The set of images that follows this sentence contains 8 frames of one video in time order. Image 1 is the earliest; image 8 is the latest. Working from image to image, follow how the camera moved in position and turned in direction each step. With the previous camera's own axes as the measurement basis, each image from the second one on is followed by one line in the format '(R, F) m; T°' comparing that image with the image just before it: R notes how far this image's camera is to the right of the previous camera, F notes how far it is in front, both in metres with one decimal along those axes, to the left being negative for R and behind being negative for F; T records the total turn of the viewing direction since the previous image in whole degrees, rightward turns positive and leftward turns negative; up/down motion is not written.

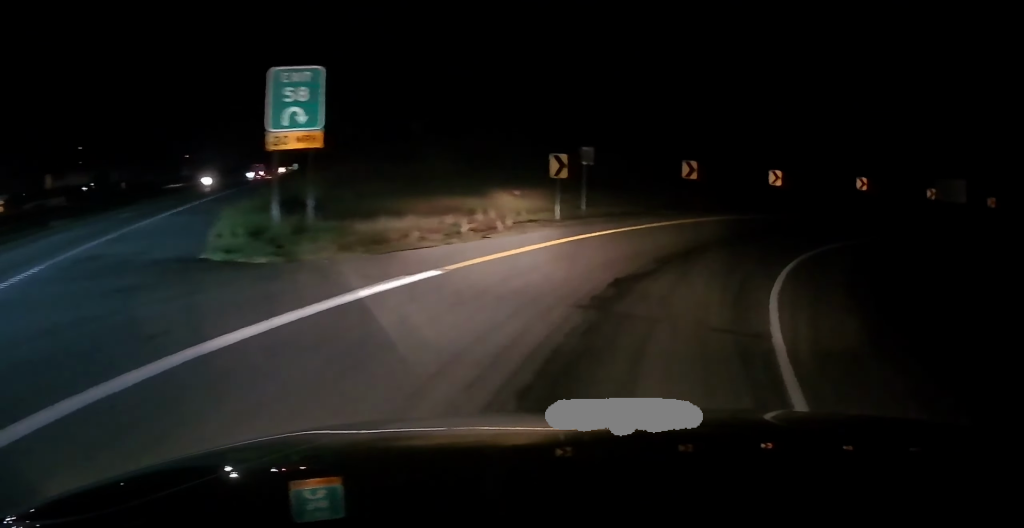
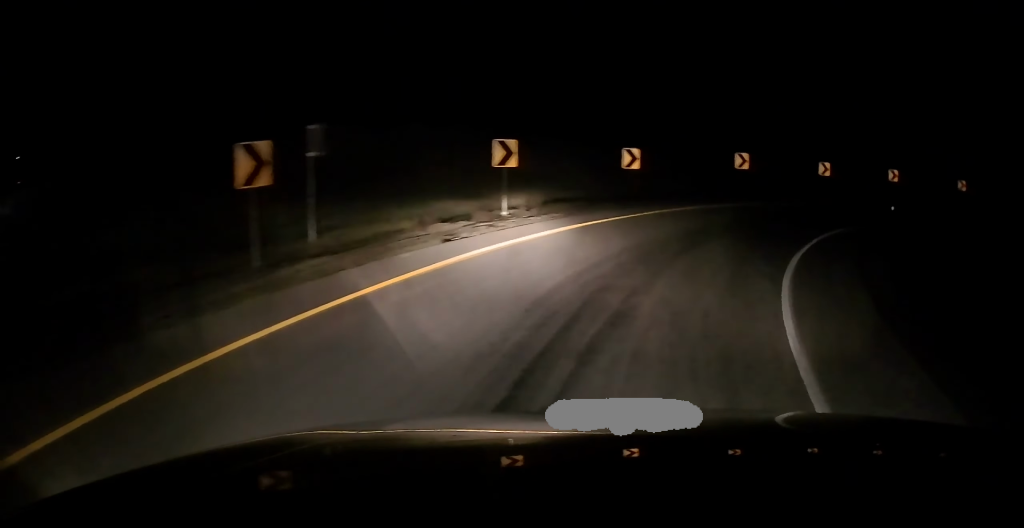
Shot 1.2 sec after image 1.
(+1.6, +11.7) m; +19°
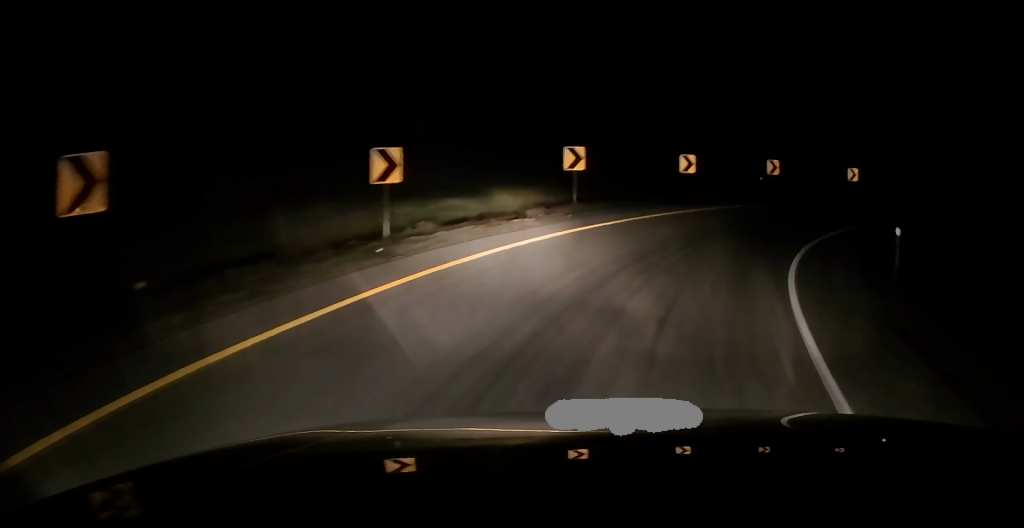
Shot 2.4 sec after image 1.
(+3.1, +11.7) m; +27°
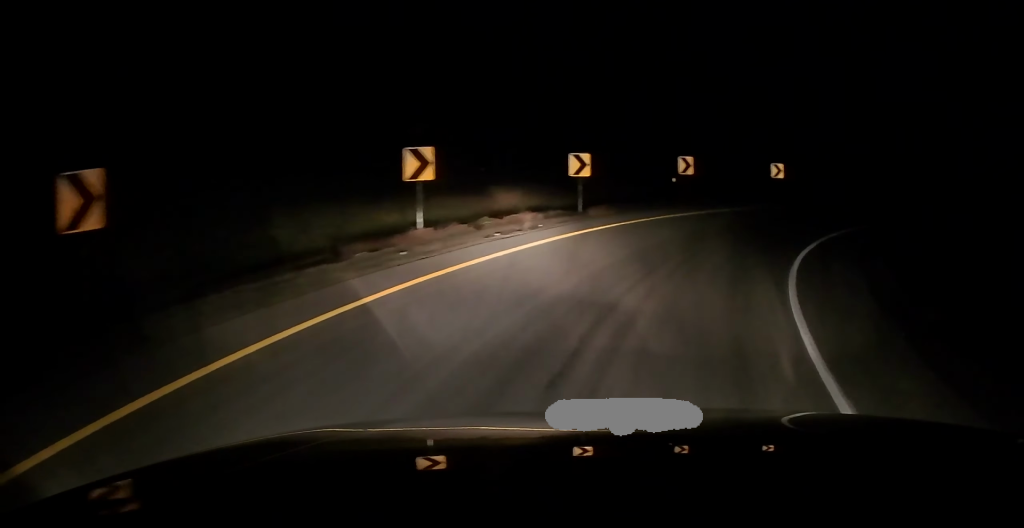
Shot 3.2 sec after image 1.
(+1.4, +7.4) m; +10°
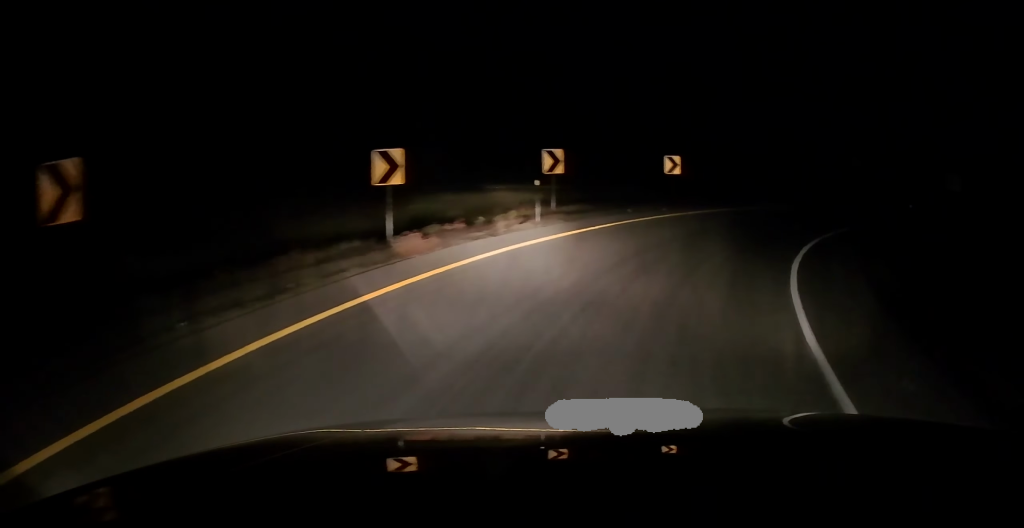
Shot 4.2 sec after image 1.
(0.0, +9.4) m; +9°
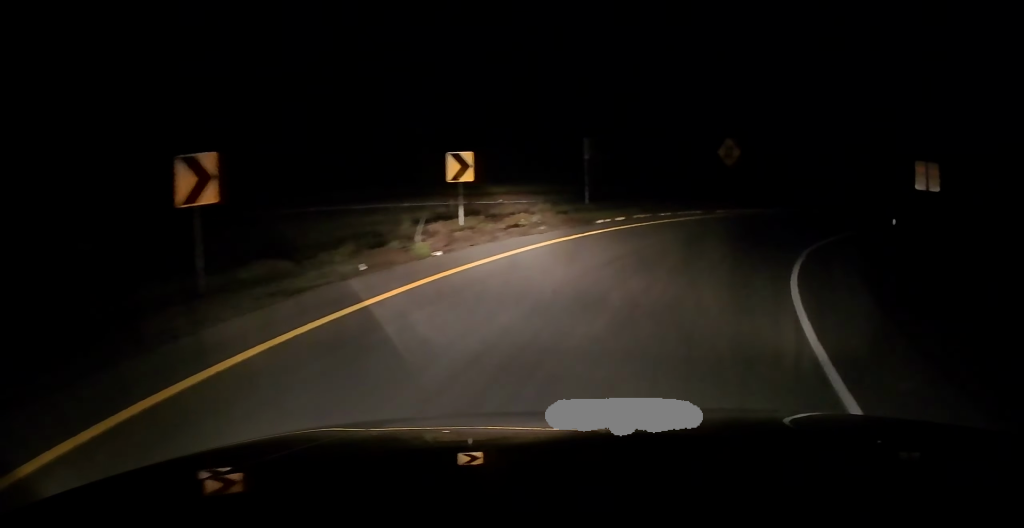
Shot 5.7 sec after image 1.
(+2.2, +13.3) m; +16°
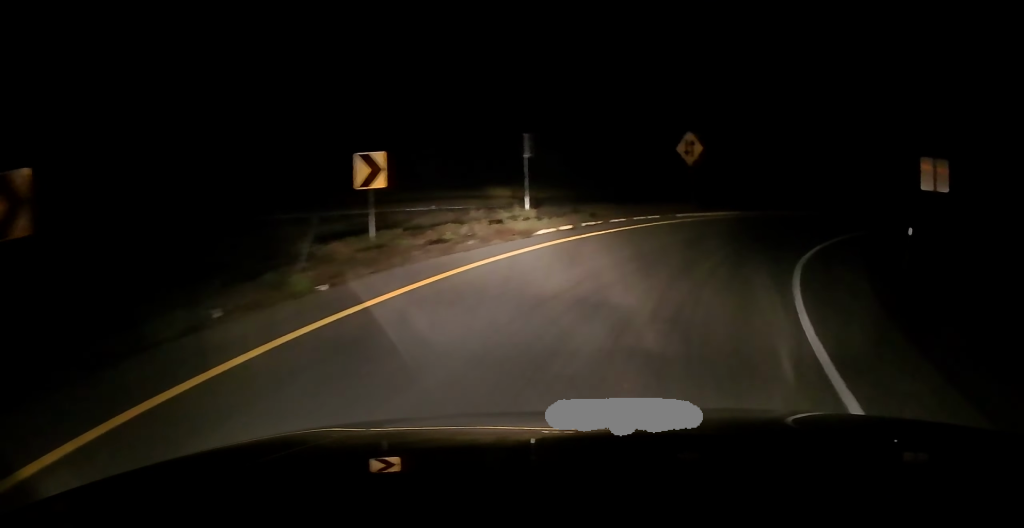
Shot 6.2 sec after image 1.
(-0.4, +3.8) m; +5°
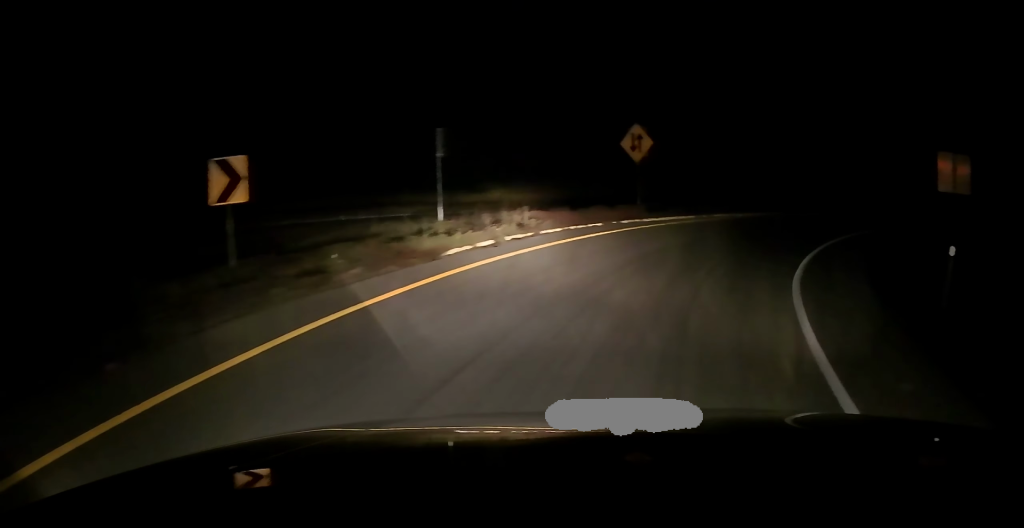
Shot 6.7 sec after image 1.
(+0.9, +4.1) m; +10°
